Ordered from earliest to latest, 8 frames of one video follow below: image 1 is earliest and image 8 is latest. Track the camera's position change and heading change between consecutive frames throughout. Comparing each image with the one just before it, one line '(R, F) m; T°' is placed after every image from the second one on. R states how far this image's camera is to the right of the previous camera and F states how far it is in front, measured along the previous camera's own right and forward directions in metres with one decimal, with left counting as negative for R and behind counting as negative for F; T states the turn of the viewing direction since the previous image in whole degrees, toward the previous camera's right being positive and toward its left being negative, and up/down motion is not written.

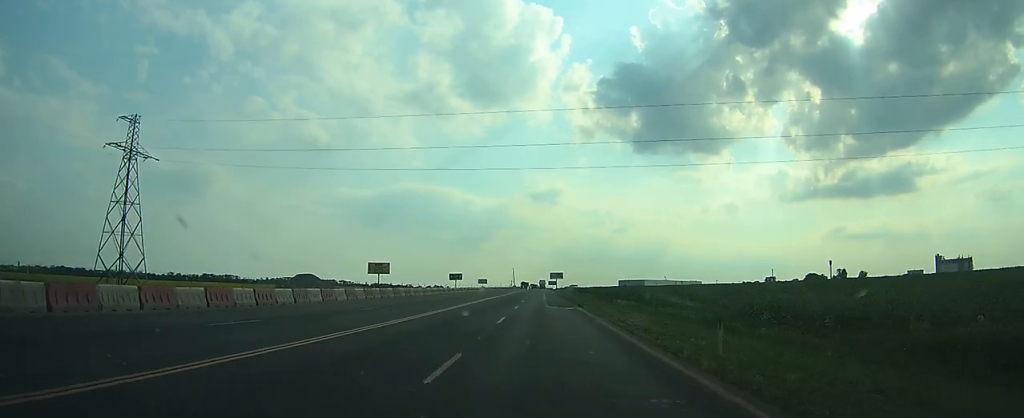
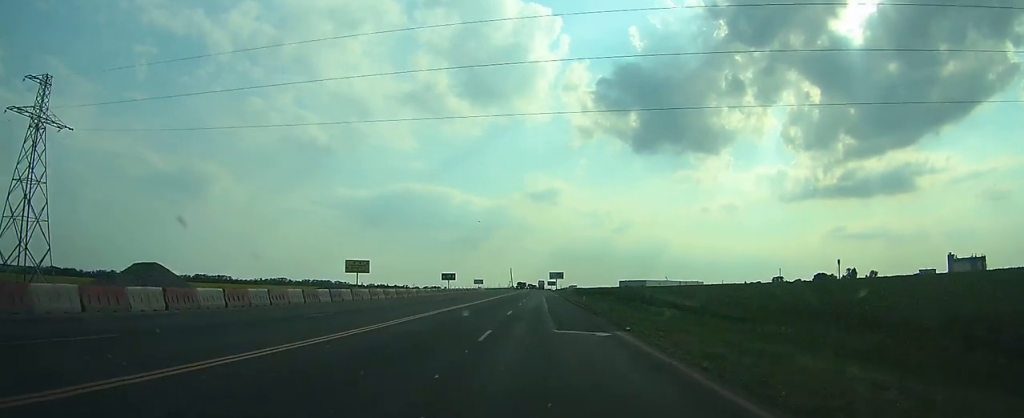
(0.0, +17.8) m; 0°
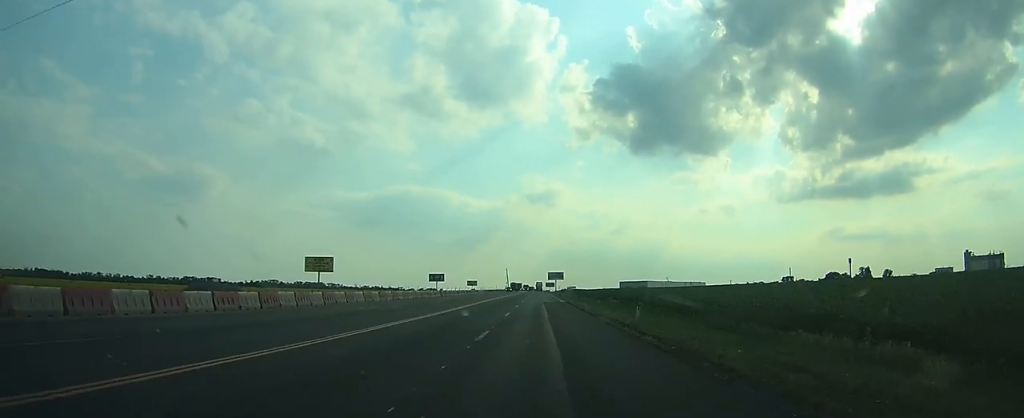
(0.0, +23.6) m; 0°
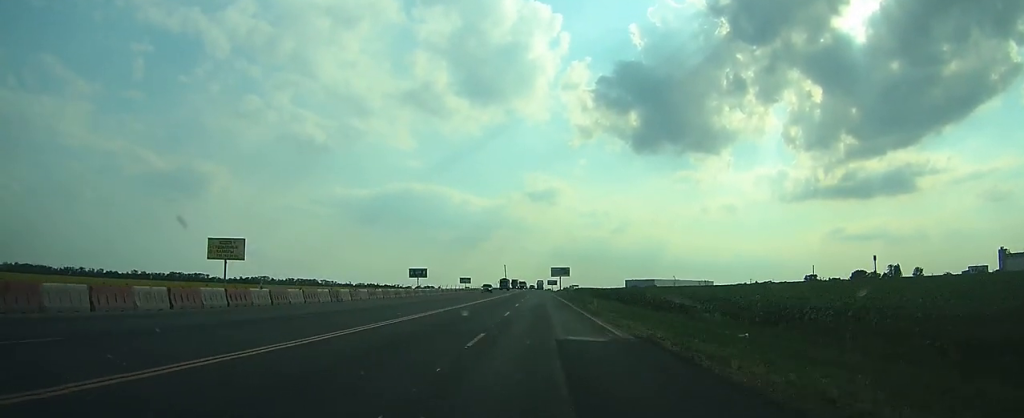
(0.0, +37.7) m; 0°
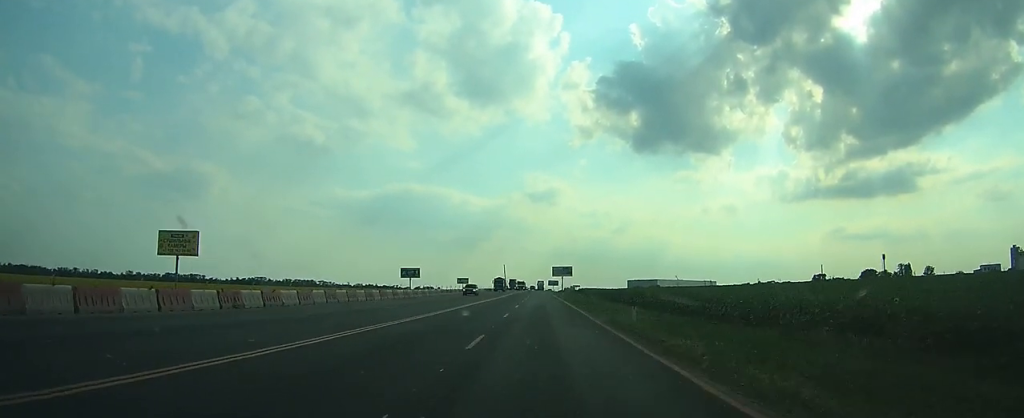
(0.0, +12.3) m; 0°
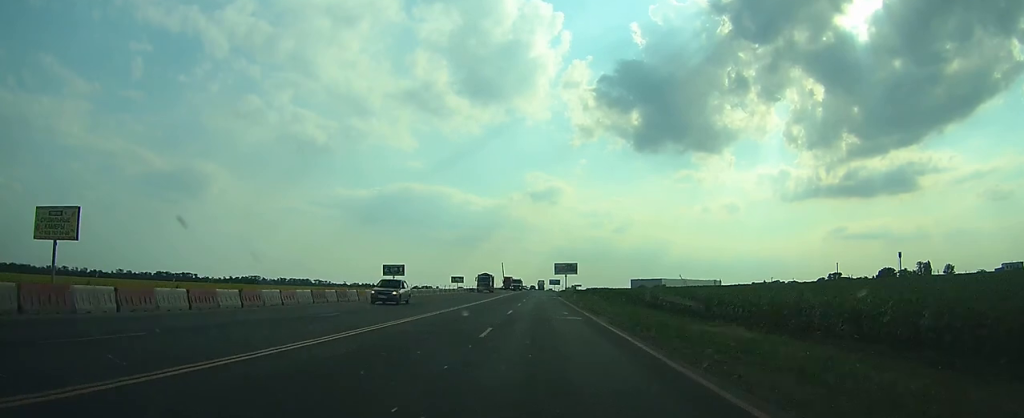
(-0.1, +21.4) m; 0°
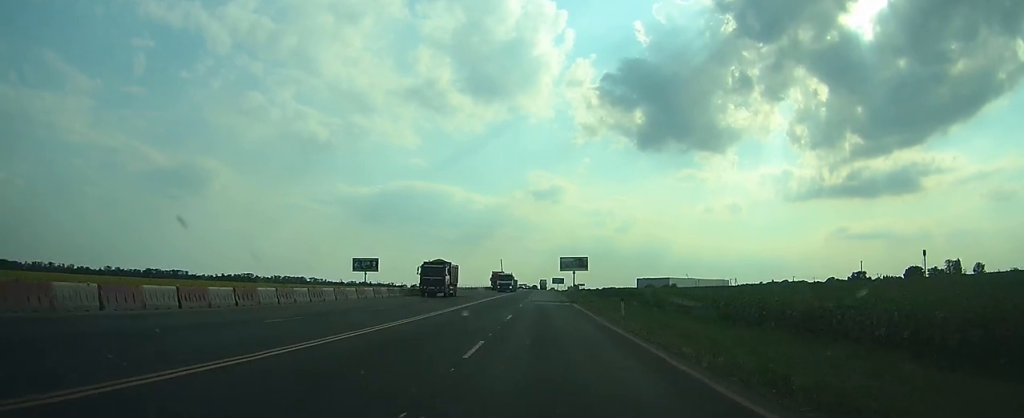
(0.0, +28.0) m; 0°
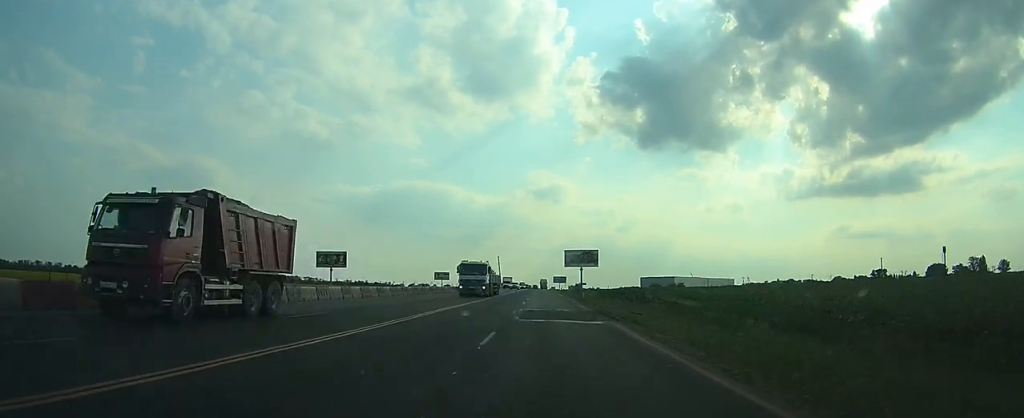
(0.0, +22.2) m; 0°
